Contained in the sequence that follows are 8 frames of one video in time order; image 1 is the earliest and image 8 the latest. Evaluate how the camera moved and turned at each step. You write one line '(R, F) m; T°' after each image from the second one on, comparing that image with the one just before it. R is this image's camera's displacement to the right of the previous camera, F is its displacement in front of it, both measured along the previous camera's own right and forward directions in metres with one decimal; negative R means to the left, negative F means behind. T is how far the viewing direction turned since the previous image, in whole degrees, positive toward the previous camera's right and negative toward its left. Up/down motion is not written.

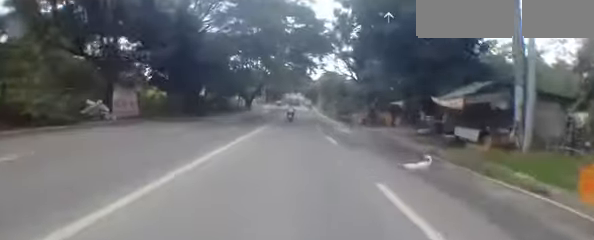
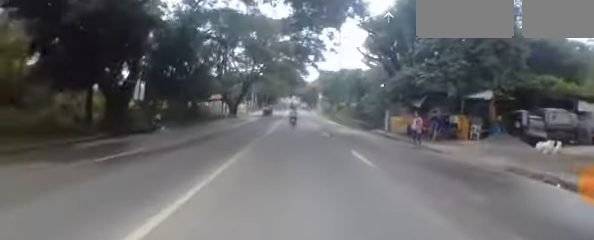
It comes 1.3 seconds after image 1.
(-0.1, +12.8) m; +2°
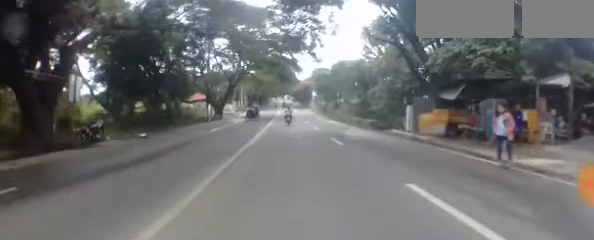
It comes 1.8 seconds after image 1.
(+0.2, +5.5) m; 0°
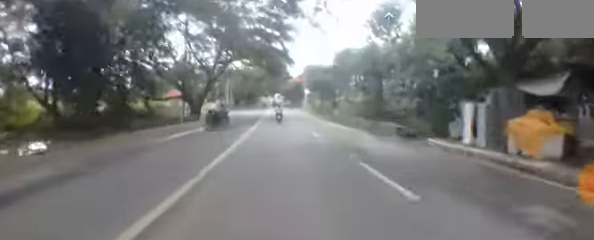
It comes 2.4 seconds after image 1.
(+0.2, +7.0) m; 0°
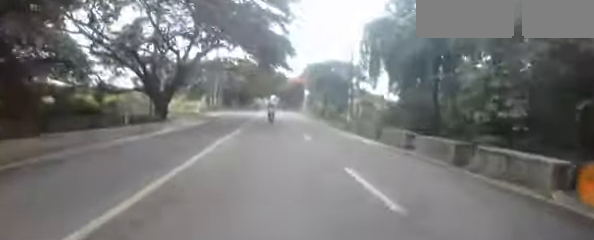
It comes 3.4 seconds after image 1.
(-0.5, +10.5) m; 0°
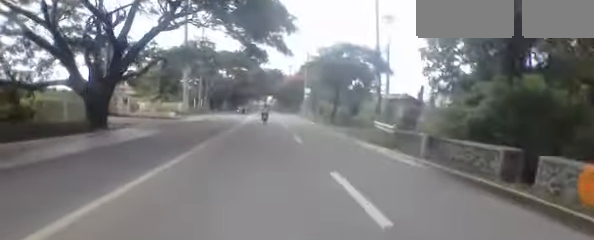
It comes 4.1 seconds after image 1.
(+0.6, +9.3) m; 0°
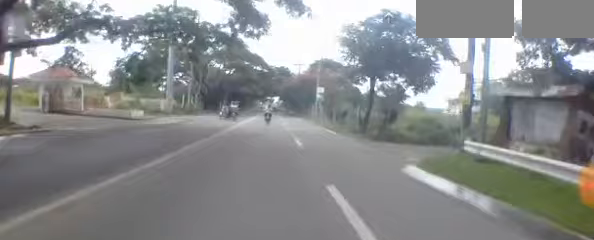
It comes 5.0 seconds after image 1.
(-0.4, +10.1) m; -1°
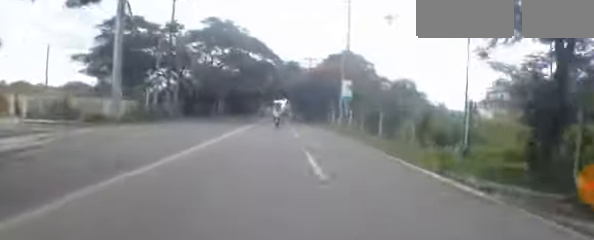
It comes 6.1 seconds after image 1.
(-0.1, +14.3) m; 0°
